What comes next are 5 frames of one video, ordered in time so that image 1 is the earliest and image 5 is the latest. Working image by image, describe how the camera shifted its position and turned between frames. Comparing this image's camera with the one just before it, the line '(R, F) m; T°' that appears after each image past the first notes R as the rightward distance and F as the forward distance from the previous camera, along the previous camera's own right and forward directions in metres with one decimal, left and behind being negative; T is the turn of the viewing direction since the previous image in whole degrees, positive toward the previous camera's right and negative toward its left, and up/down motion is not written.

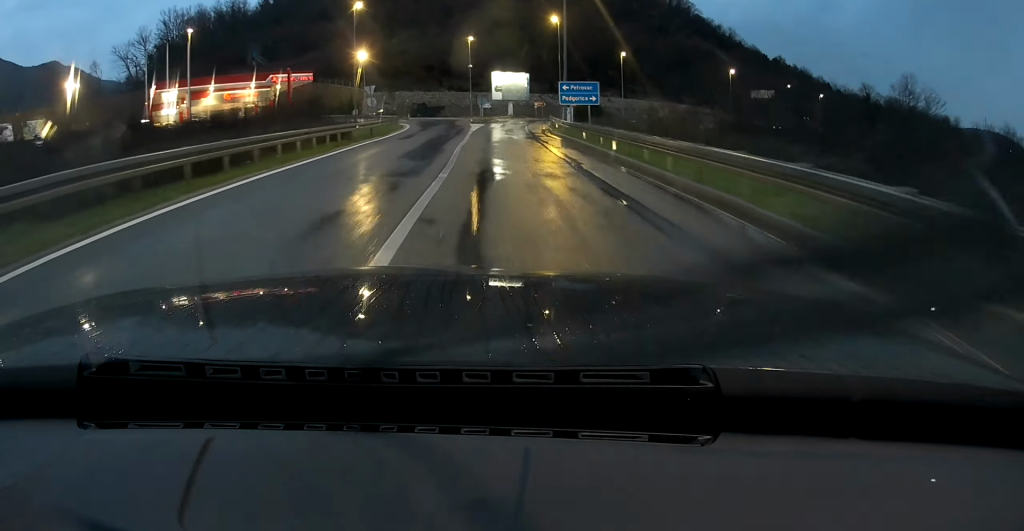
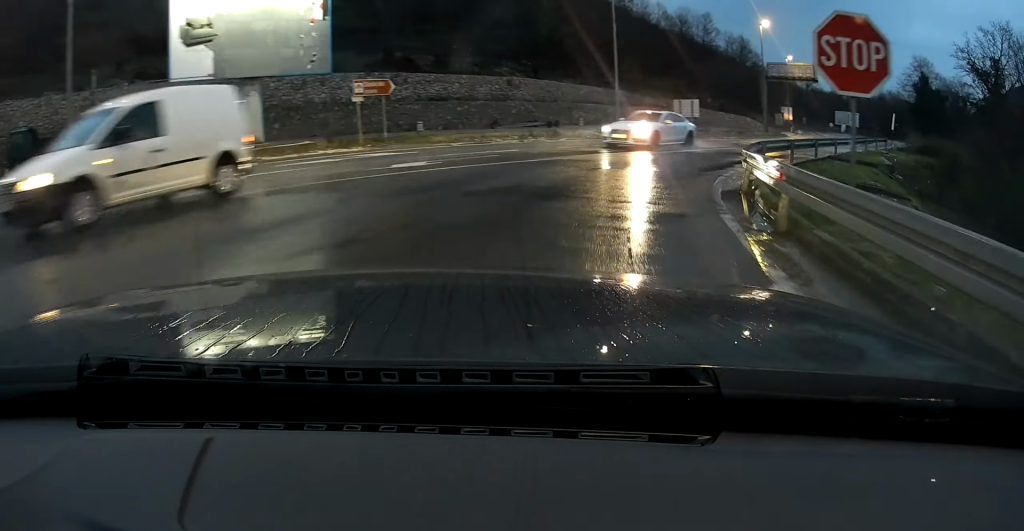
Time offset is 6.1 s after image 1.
(+6.6, +69.4) m; +28°
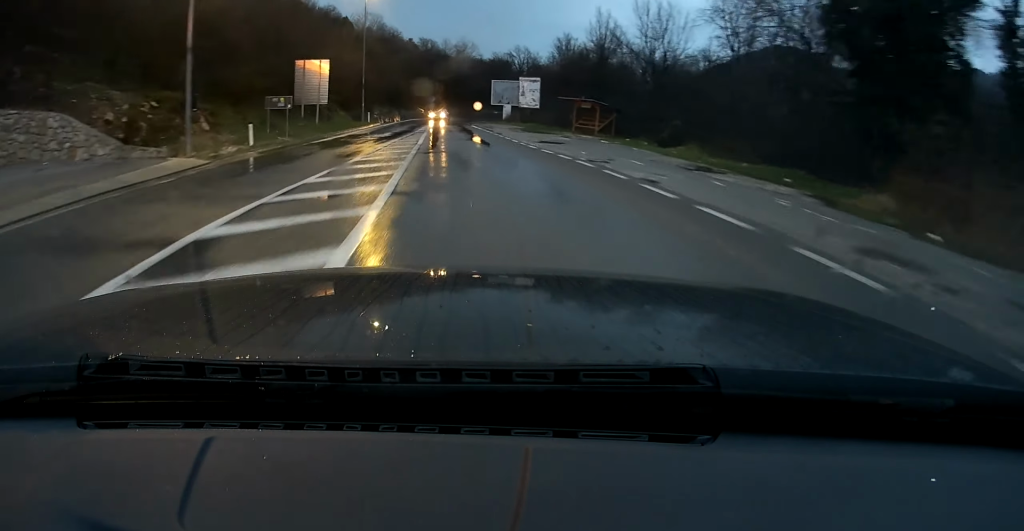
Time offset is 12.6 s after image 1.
(+26.8, +80.2) m; +15°
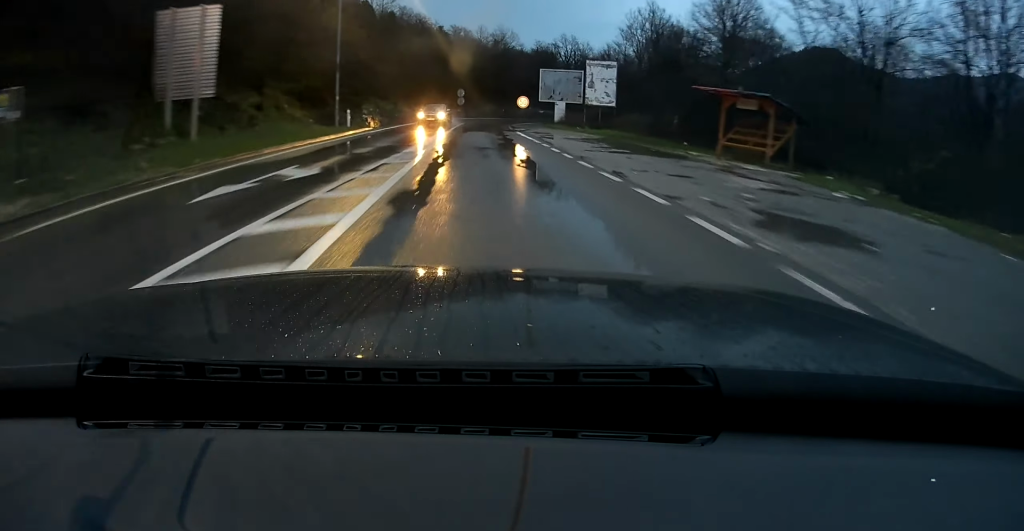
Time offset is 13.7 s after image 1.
(-0.7, +18.9) m; -1°
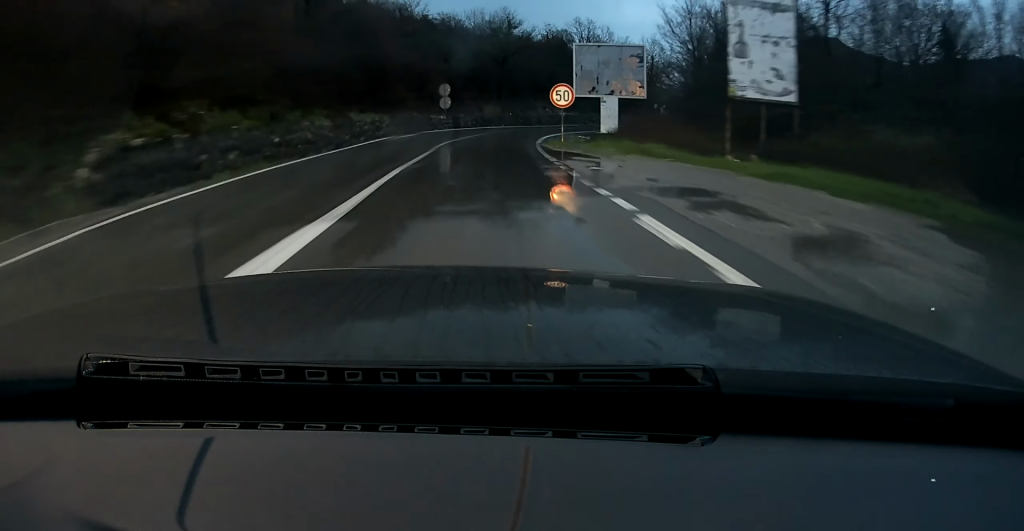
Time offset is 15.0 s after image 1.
(-0.4, +23.6) m; +2°
